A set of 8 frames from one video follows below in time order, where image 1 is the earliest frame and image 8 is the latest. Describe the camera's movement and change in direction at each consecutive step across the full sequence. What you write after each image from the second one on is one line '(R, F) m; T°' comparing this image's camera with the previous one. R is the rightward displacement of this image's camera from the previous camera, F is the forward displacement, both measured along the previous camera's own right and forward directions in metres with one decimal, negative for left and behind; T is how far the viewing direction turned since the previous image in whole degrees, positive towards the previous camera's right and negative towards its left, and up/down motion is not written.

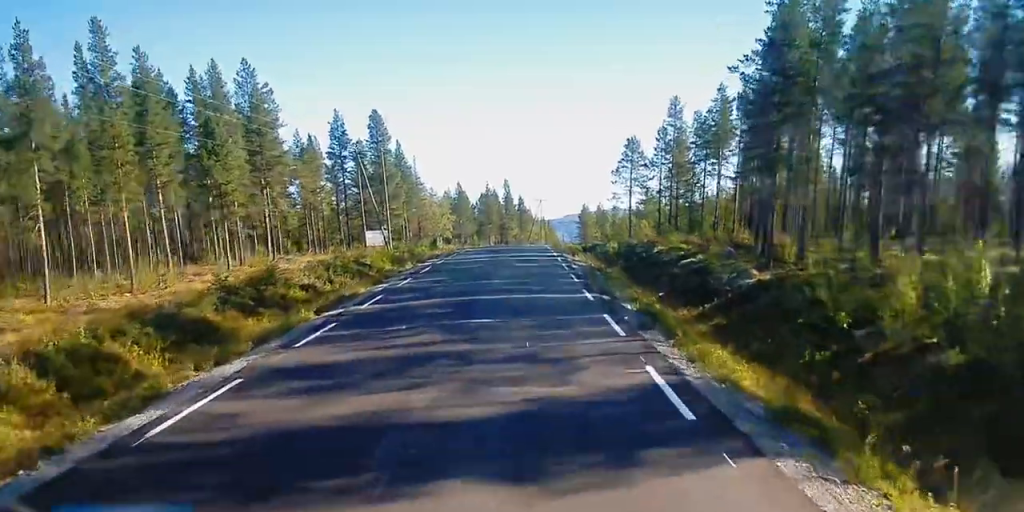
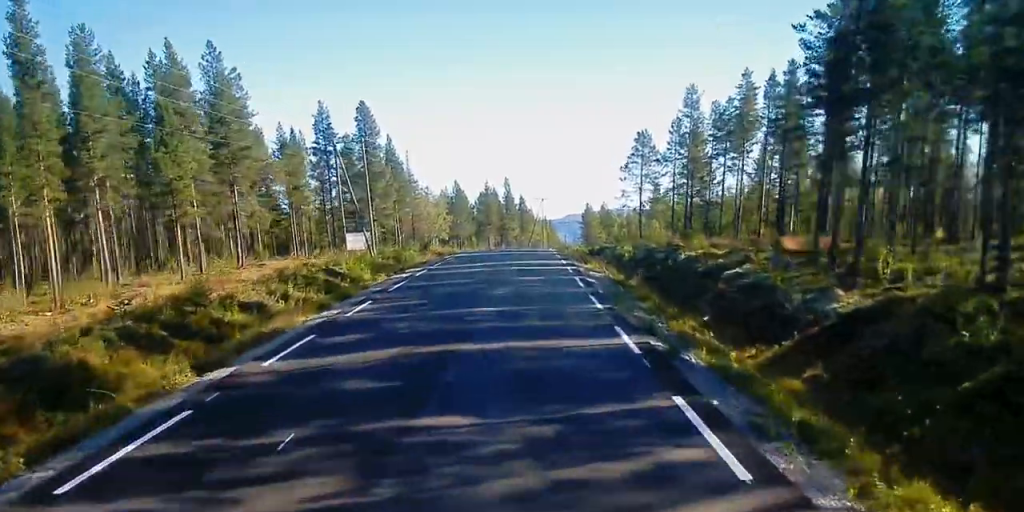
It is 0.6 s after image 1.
(-0.2, +7.9) m; 0°
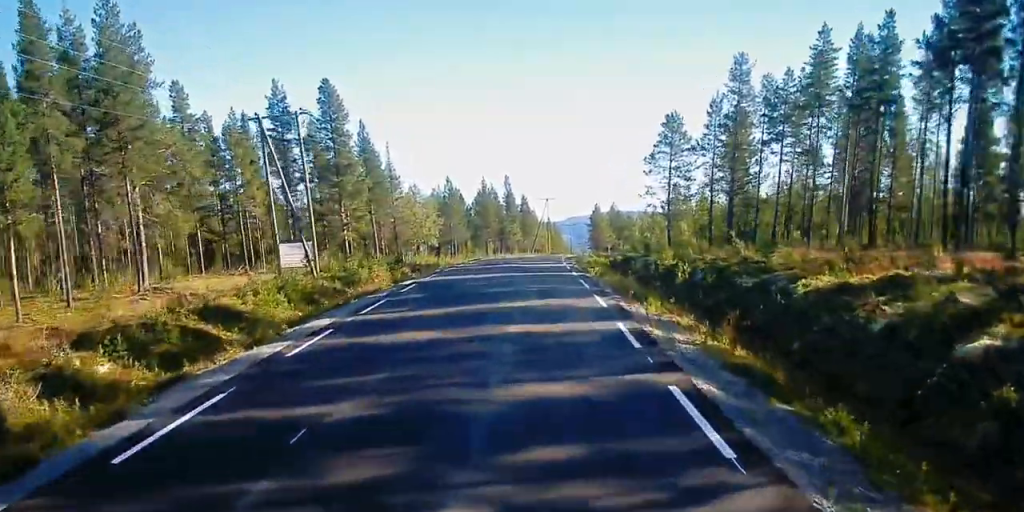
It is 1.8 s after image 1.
(+0.5, +16.9) m; +1°
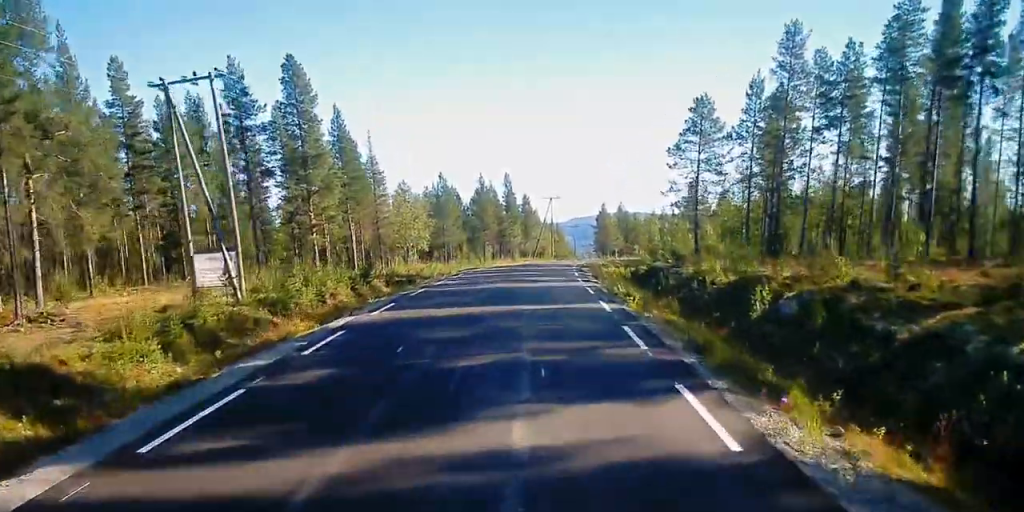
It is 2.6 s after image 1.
(-0.1, +11.6) m; 0°
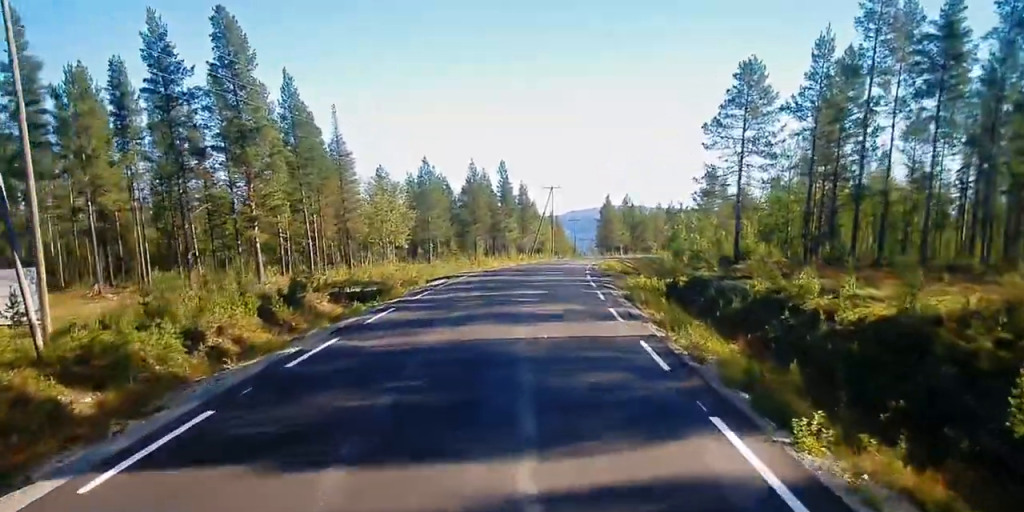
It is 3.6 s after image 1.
(0.0, +13.3) m; 0°
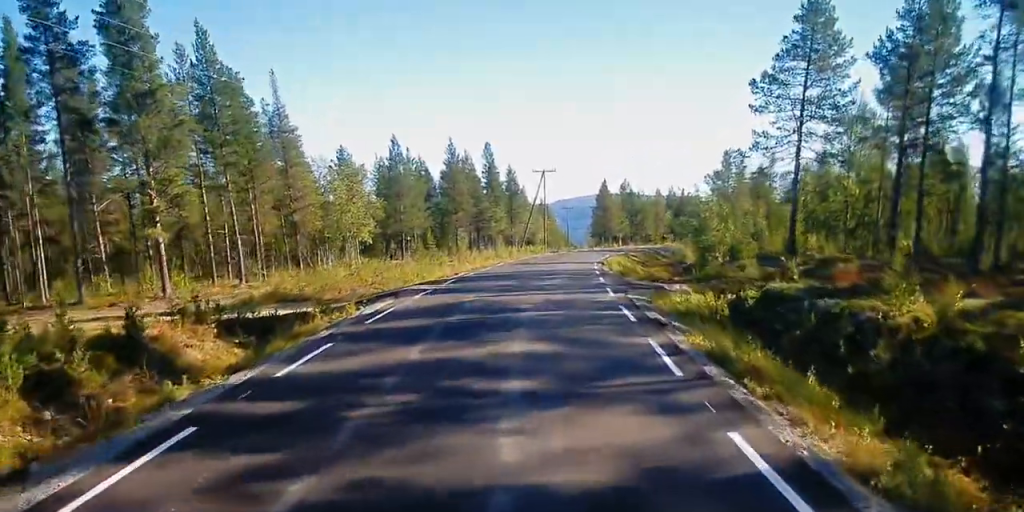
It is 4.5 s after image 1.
(0.0, +12.5) m; +1°
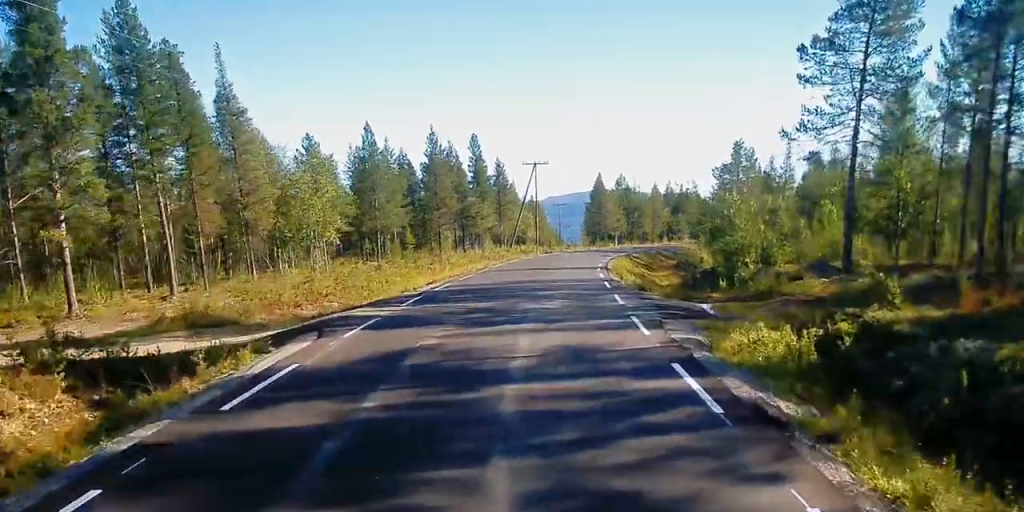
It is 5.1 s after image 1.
(+0.1, +8.1) m; +1°
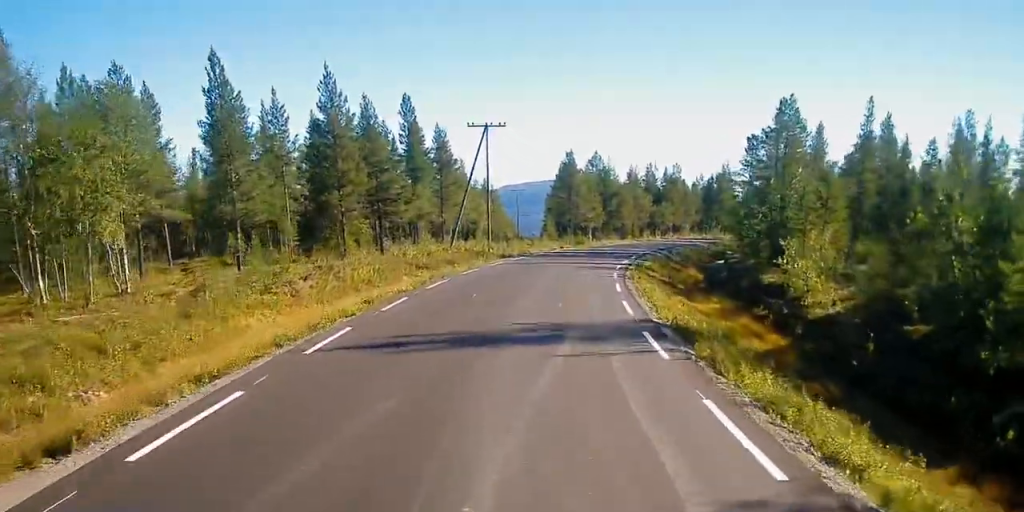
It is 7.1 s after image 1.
(+1.0, +26.3) m; +4°
